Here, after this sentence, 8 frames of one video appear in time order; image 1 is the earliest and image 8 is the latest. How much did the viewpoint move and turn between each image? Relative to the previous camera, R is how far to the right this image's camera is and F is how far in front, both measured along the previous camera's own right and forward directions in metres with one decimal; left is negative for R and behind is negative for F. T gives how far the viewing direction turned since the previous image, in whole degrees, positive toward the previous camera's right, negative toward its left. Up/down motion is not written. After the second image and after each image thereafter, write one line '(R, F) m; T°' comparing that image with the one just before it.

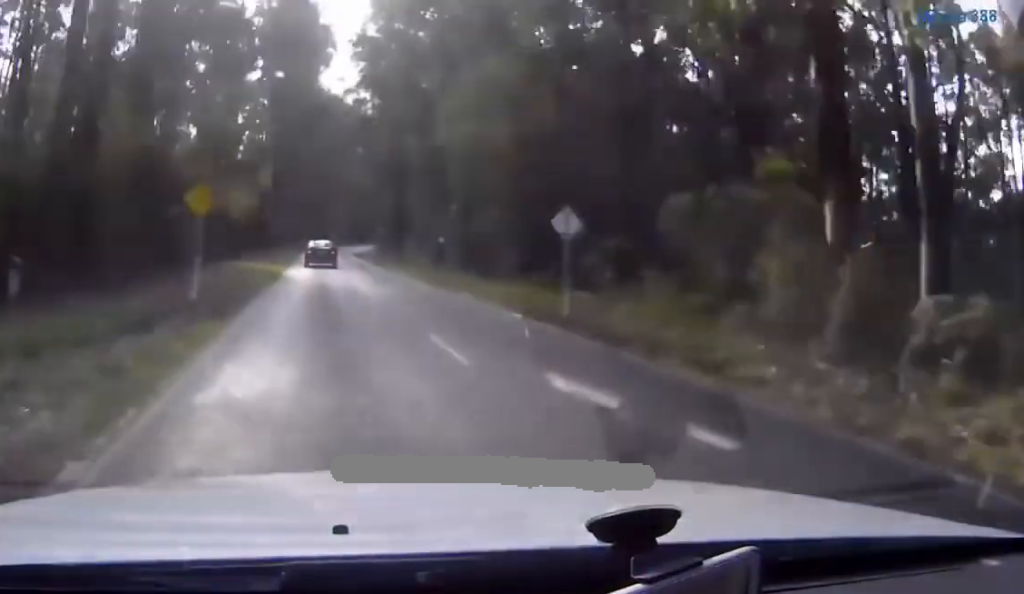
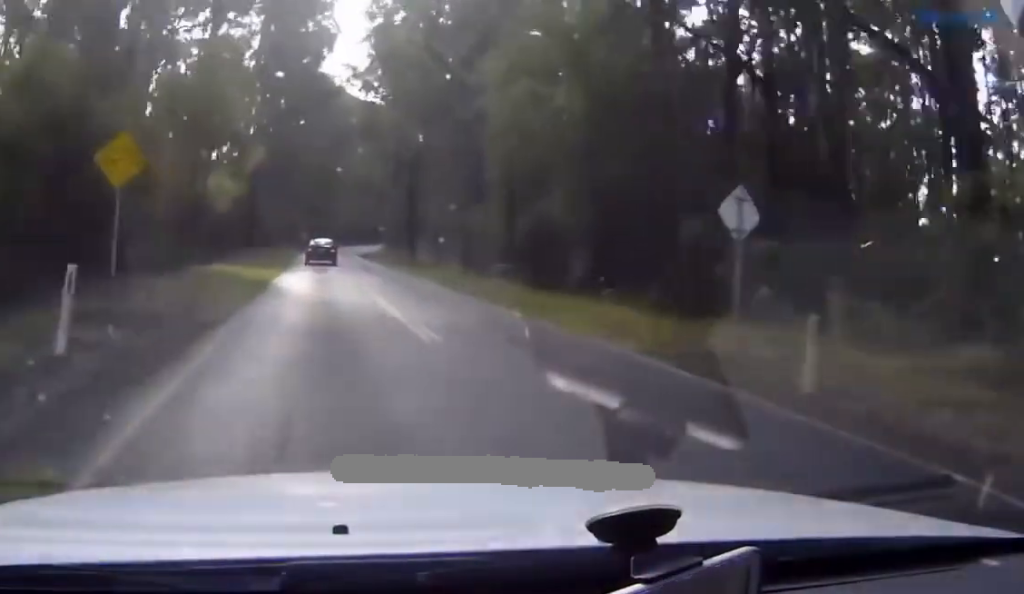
(-0.1, +9.8) m; 0°
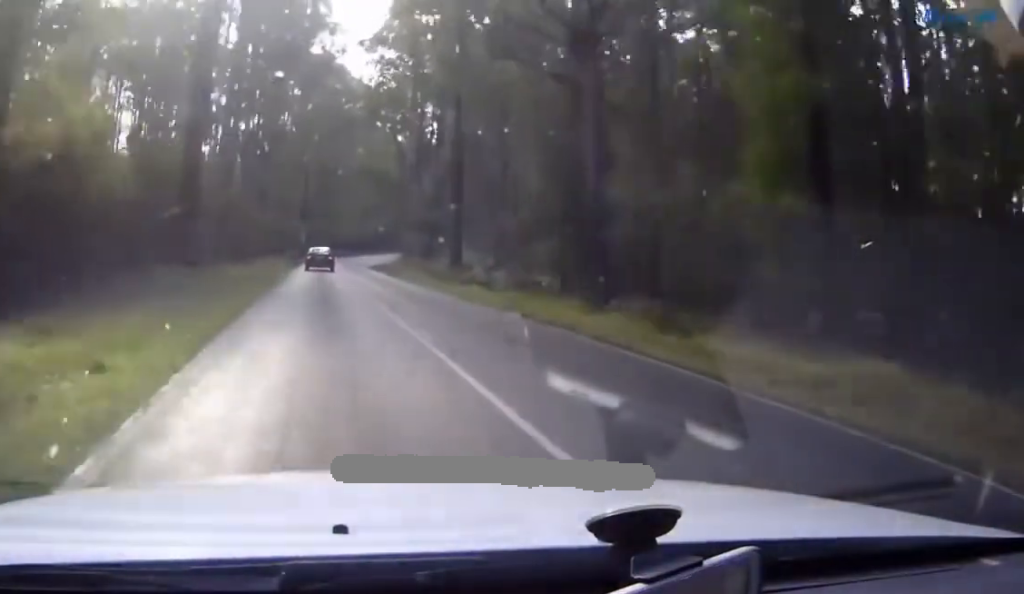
(+0.2, +23.7) m; 0°
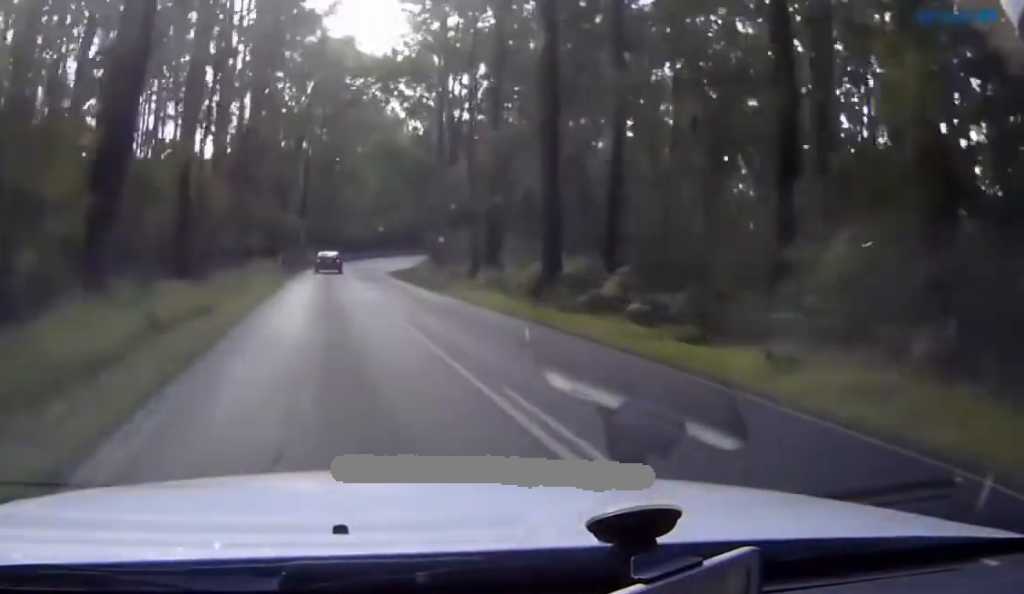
(-0.2, +20.2) m; 0°
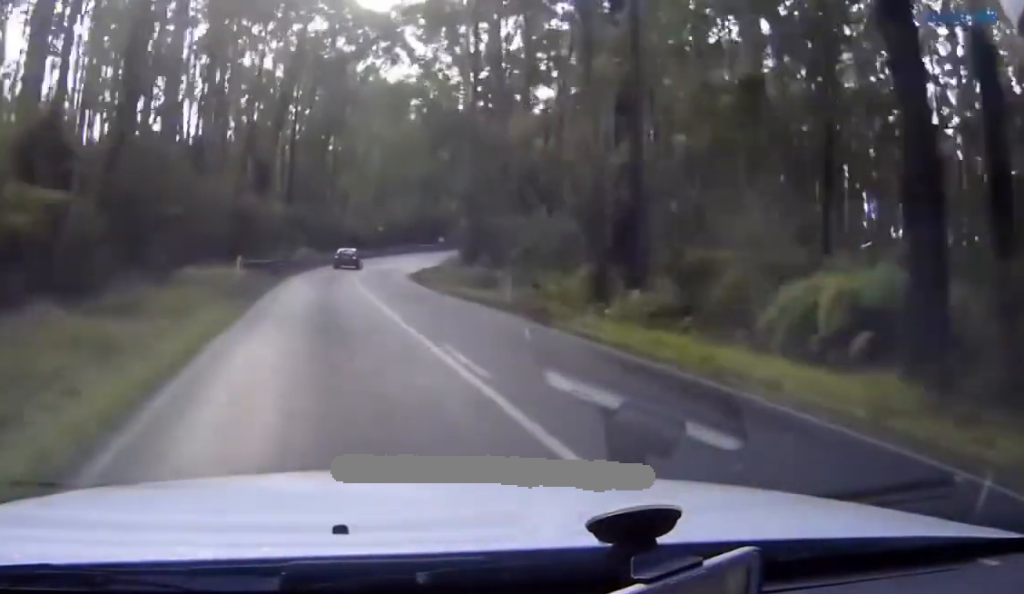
(+0.2, +21.1) m; 0°
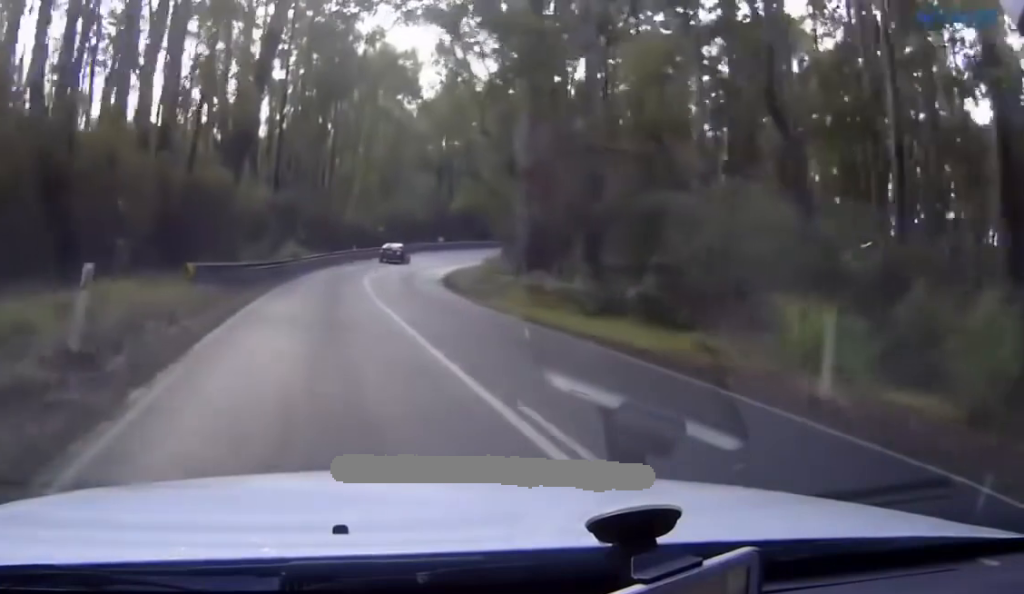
(-0.1, +17.1) m; 0°
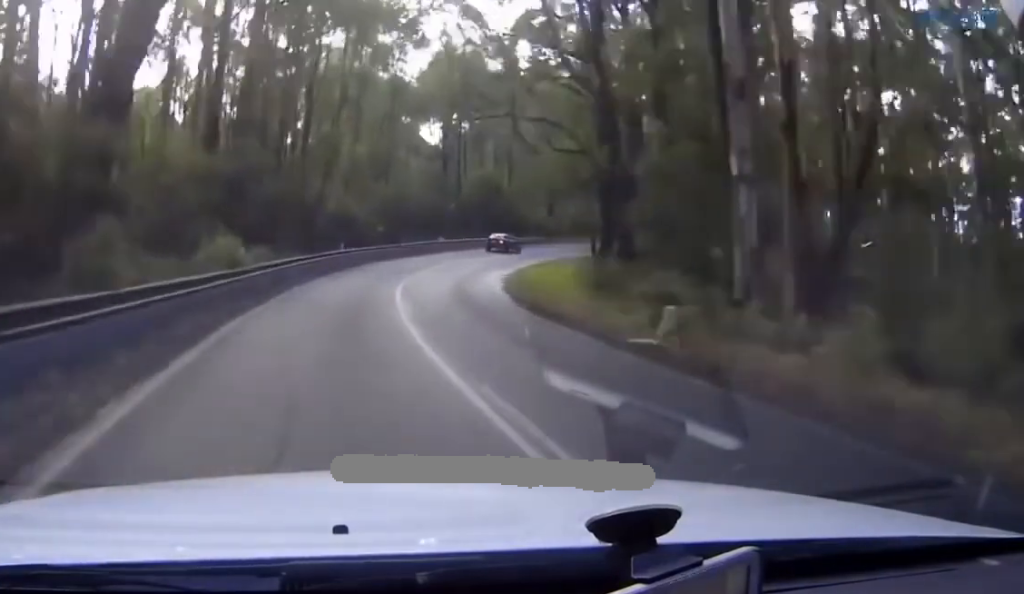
(+0.3, +23.8) m; +2°
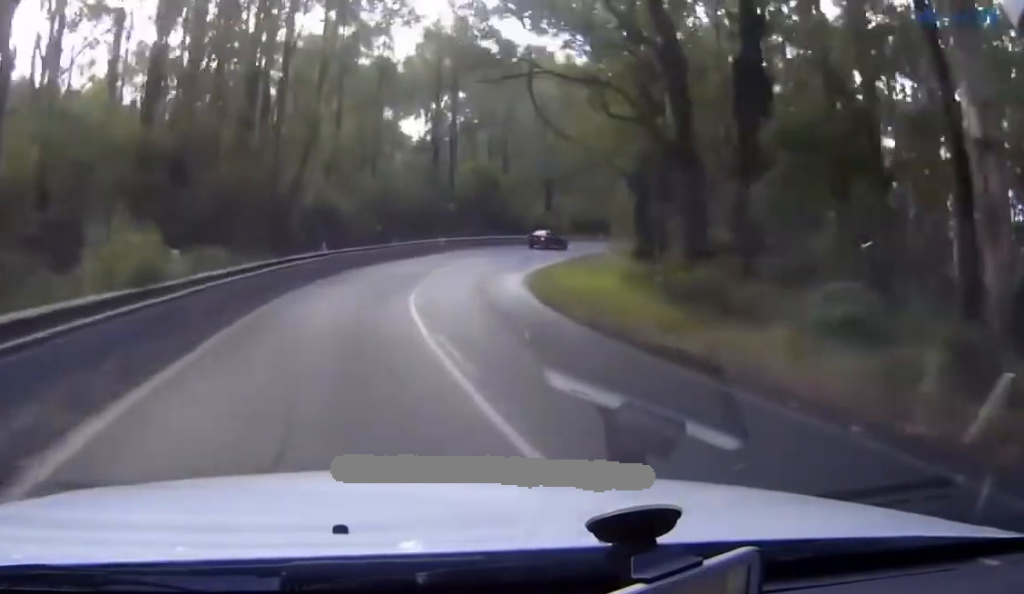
(+0.1, +8.5) m; +2°
